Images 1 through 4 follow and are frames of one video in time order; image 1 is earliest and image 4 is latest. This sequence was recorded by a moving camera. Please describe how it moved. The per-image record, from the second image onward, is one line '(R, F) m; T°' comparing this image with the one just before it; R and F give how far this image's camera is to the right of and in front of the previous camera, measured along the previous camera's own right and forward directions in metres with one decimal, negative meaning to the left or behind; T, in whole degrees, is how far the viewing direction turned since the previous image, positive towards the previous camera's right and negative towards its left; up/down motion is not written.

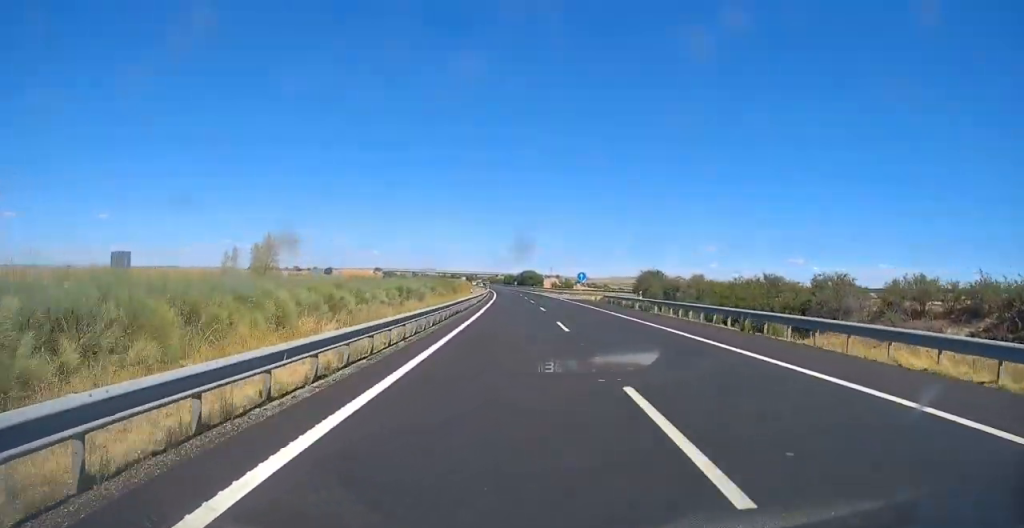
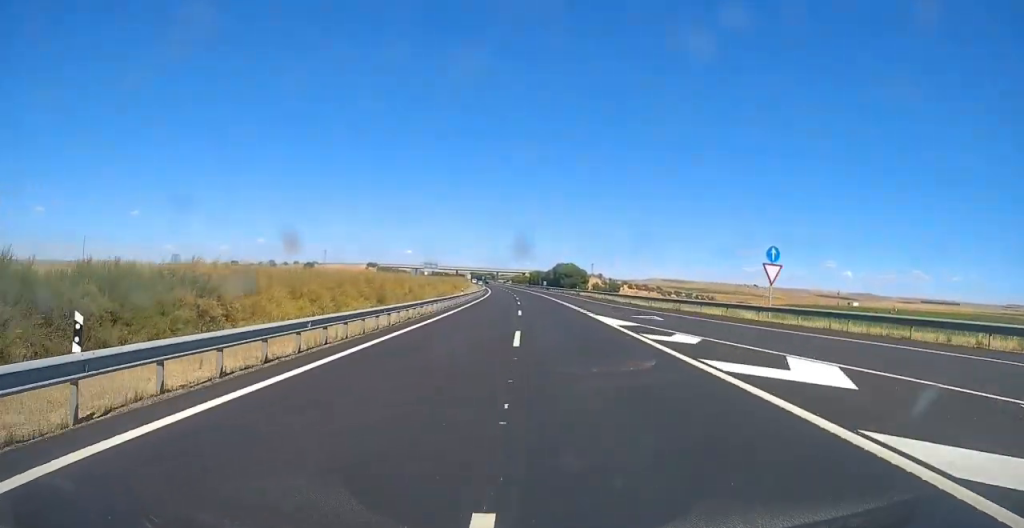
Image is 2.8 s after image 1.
(-1.1, +89.9) m; -2°
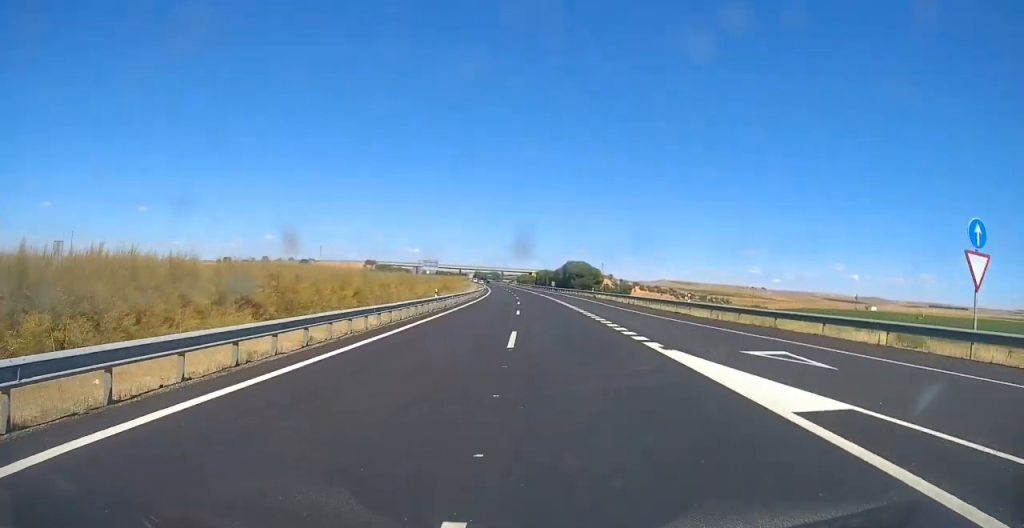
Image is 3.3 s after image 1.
(-0.2, +17.1) m; -1°
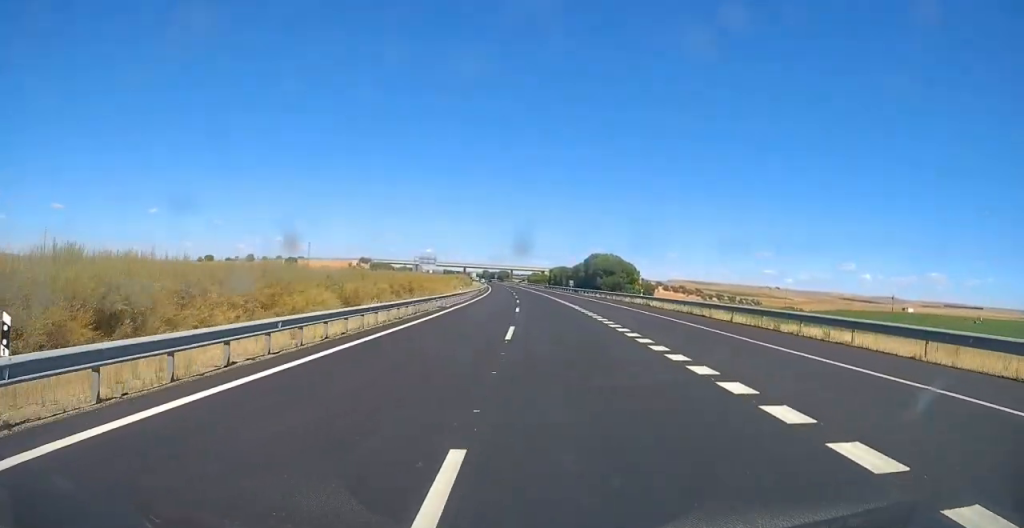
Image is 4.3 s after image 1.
(-0.3, +32.0) m; -5°
